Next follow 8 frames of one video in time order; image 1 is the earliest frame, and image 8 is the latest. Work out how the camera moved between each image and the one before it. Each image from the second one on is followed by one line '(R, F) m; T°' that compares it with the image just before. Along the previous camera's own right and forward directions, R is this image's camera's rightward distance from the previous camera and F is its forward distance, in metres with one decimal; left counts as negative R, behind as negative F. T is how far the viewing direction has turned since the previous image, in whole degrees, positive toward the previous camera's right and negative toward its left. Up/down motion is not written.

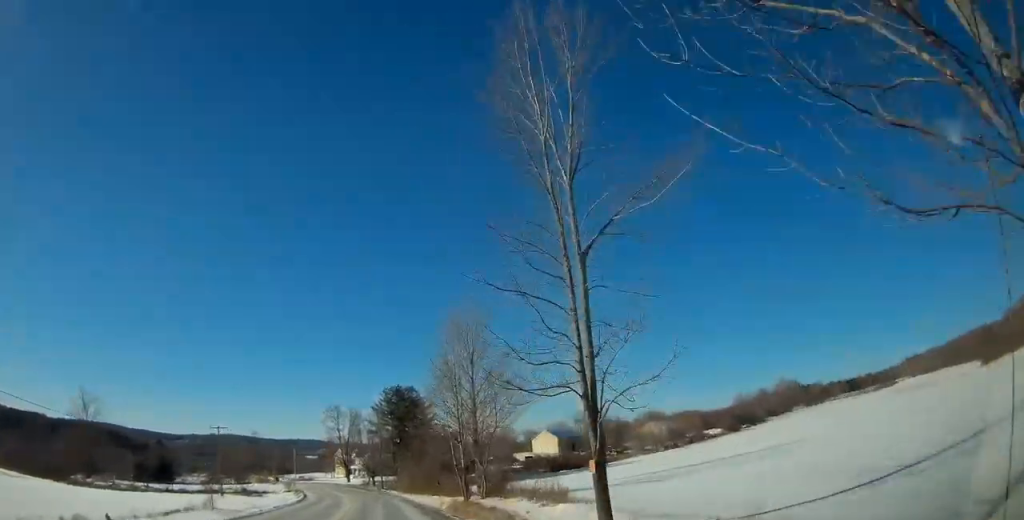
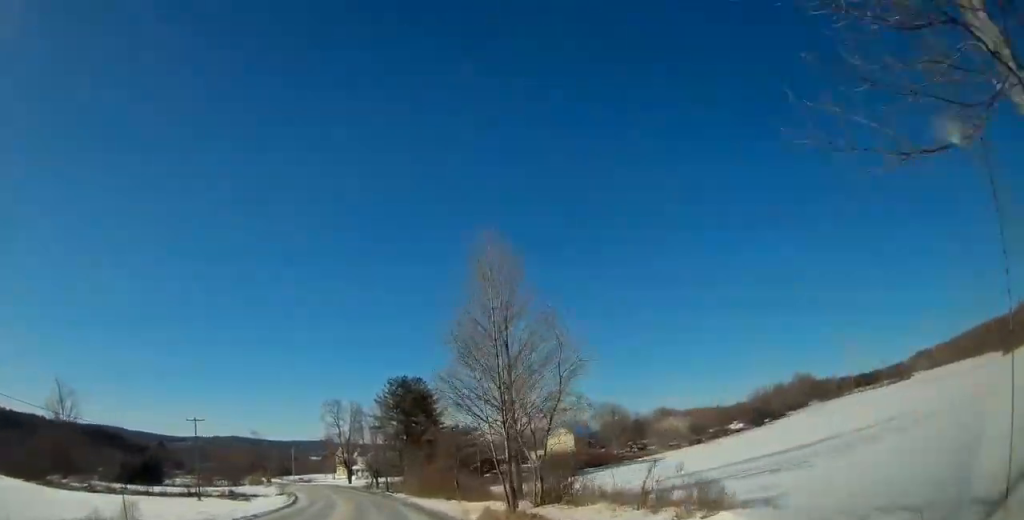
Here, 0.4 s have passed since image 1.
(0.0, +11.0) m; 0°
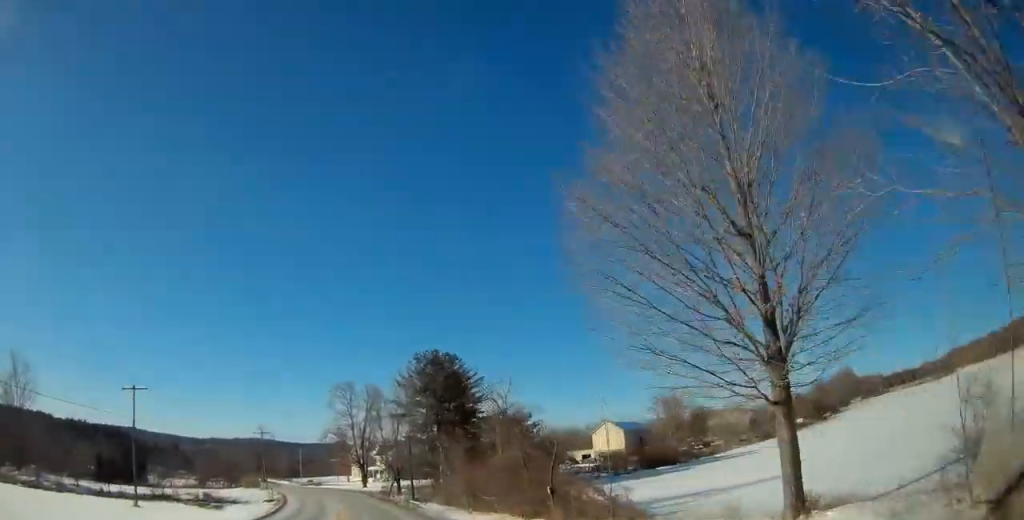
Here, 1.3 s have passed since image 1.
(+0.1, +21.0) m; -2°
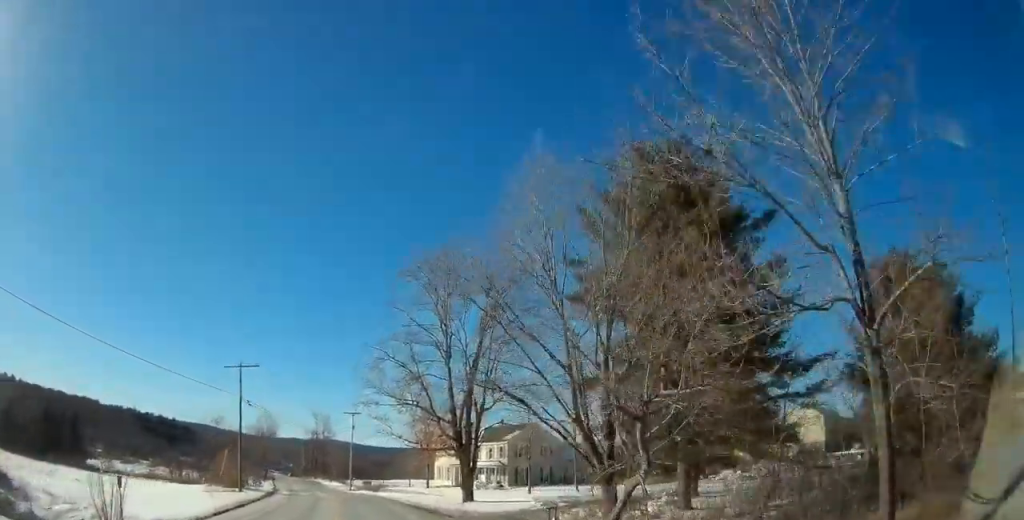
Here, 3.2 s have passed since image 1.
(-3.3, +49.3) m; -6°
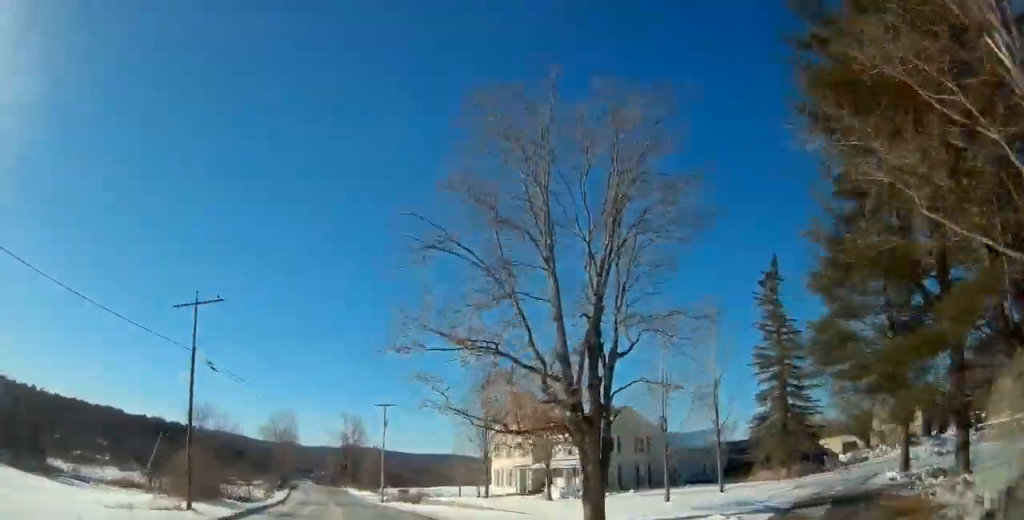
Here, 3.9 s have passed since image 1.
(0.0, +16.8) m; -1°
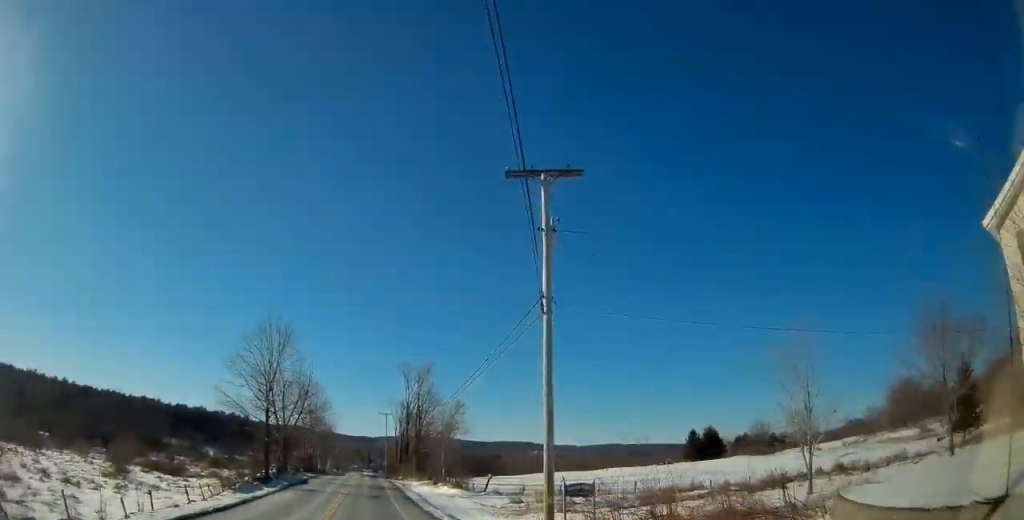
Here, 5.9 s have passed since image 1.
(-3.7, +48.6) m; -10°
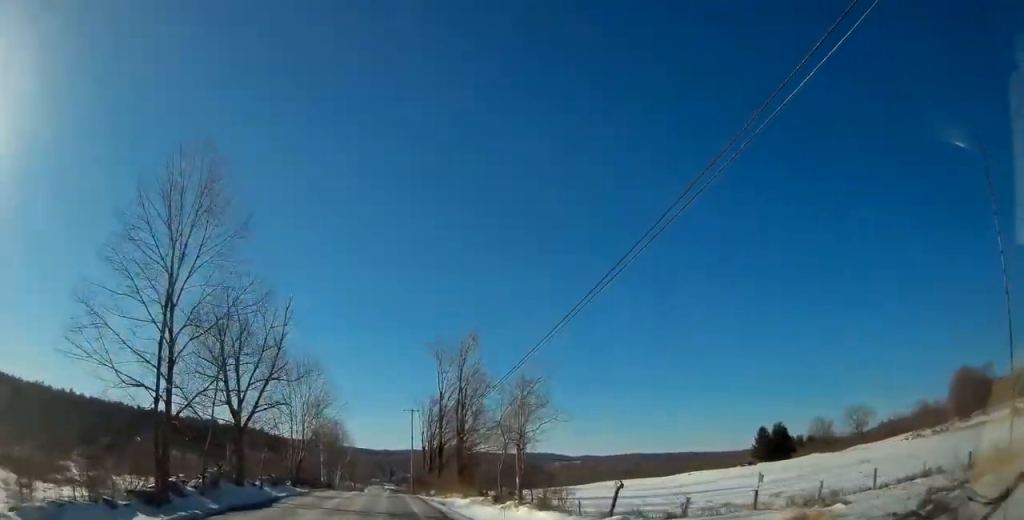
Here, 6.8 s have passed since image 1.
(-0.9, +23.5) m; -4°
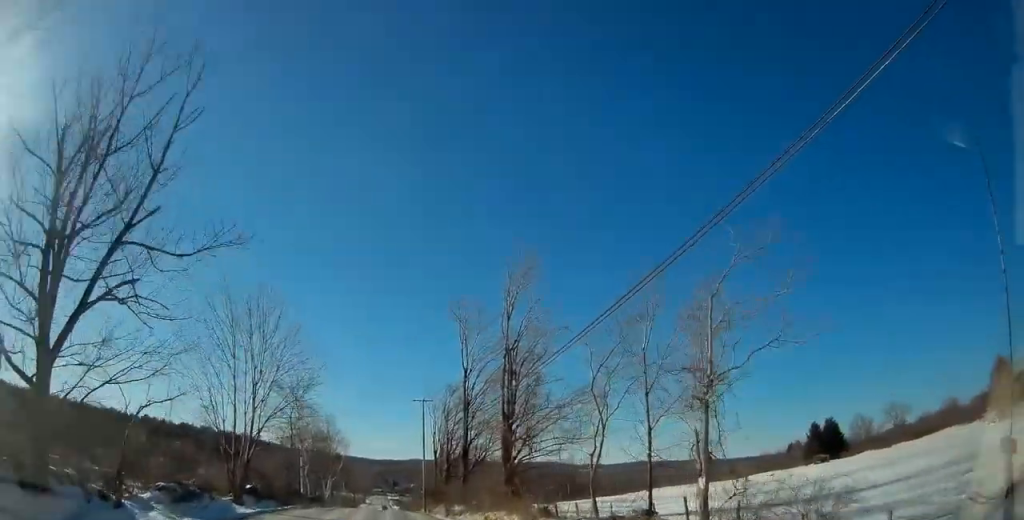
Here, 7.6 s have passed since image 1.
(-0.7, +19.5) m; -2°
